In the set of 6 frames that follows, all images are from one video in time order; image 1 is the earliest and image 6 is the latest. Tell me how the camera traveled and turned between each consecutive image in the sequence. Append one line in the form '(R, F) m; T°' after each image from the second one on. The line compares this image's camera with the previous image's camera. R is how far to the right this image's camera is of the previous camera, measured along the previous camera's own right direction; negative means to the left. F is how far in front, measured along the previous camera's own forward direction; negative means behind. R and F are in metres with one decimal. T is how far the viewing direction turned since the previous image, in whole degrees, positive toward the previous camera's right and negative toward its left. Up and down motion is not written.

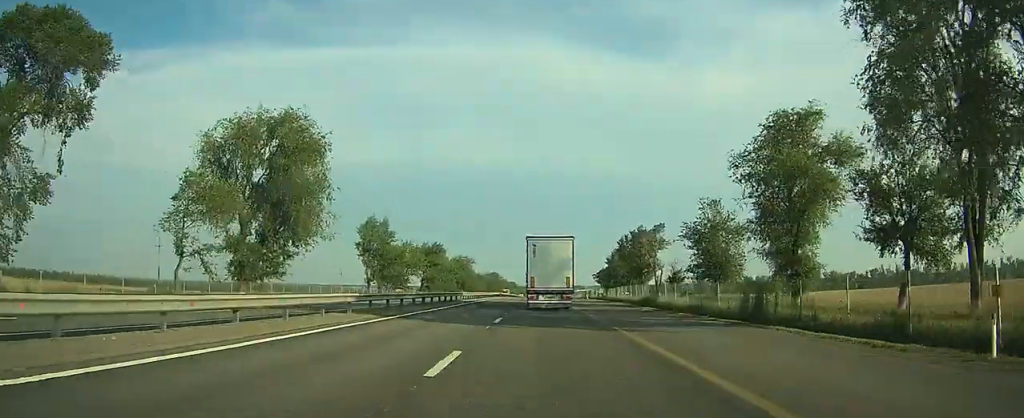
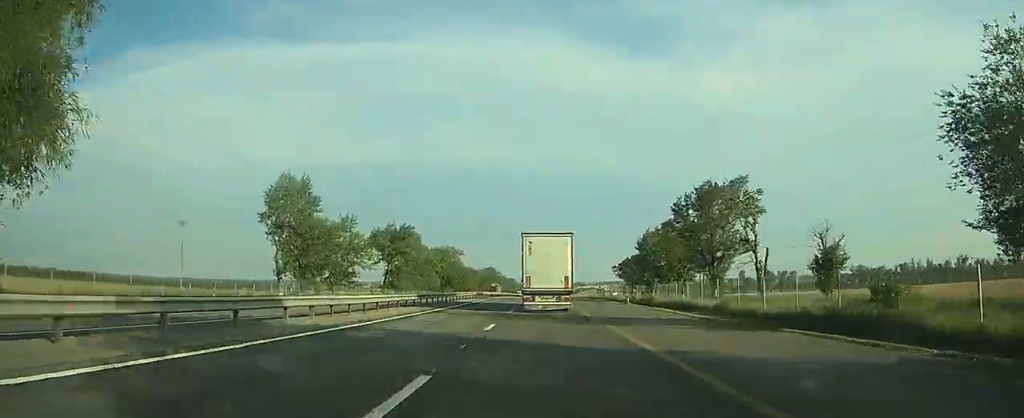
(0.0, +42.5) m; 0°
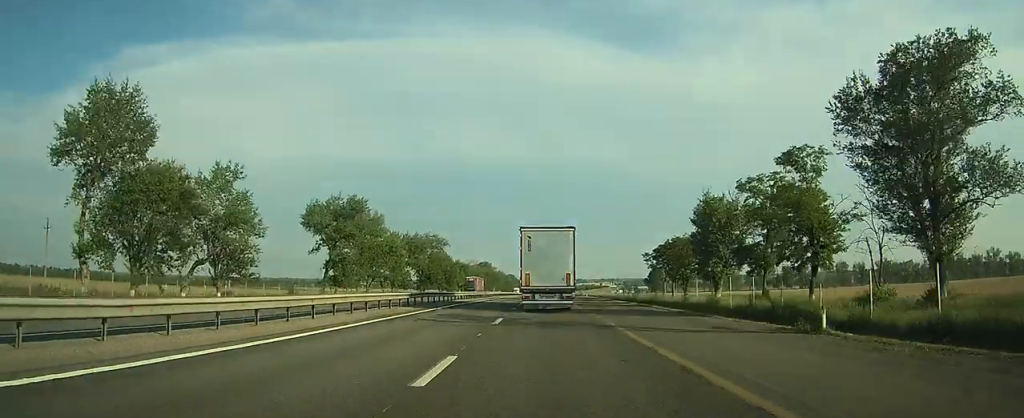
(0.0, +38.0) m; 0°
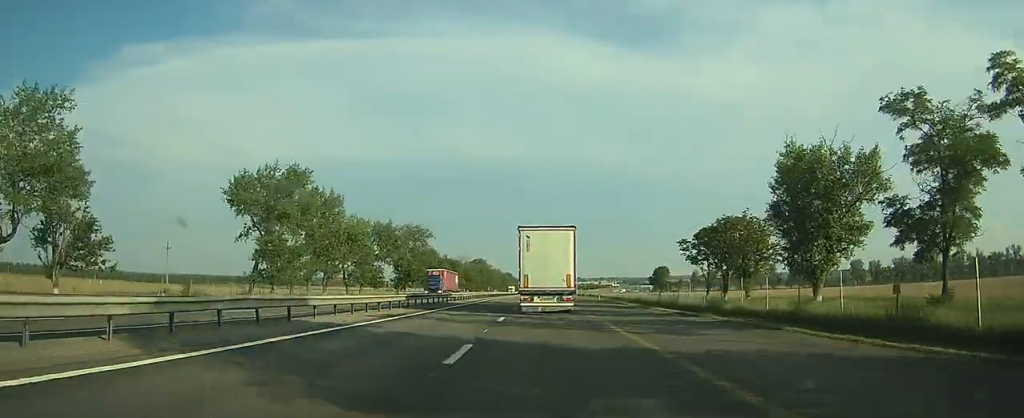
(0.0, +23.8) m; 0°
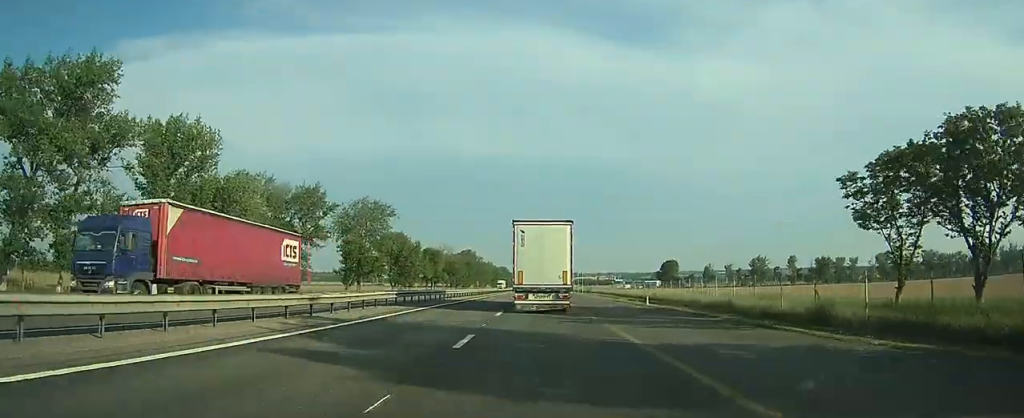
(0.0, +35.5) m; 0°
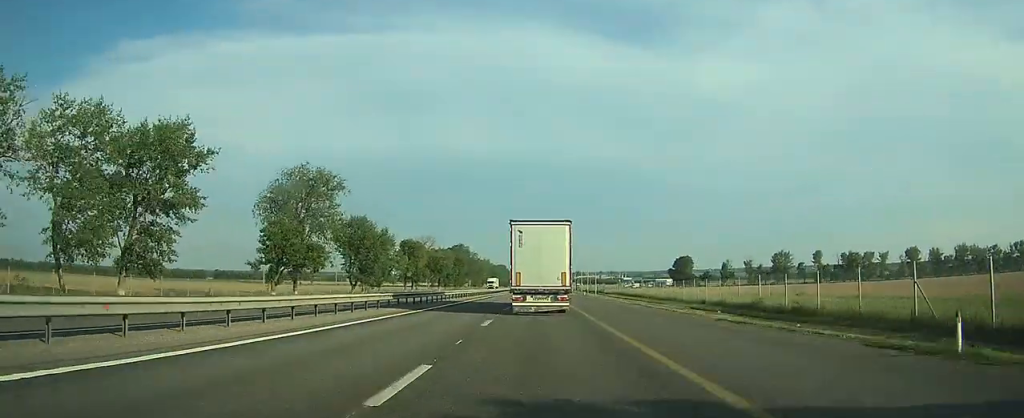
(0.0, +29.8) m; 0°
